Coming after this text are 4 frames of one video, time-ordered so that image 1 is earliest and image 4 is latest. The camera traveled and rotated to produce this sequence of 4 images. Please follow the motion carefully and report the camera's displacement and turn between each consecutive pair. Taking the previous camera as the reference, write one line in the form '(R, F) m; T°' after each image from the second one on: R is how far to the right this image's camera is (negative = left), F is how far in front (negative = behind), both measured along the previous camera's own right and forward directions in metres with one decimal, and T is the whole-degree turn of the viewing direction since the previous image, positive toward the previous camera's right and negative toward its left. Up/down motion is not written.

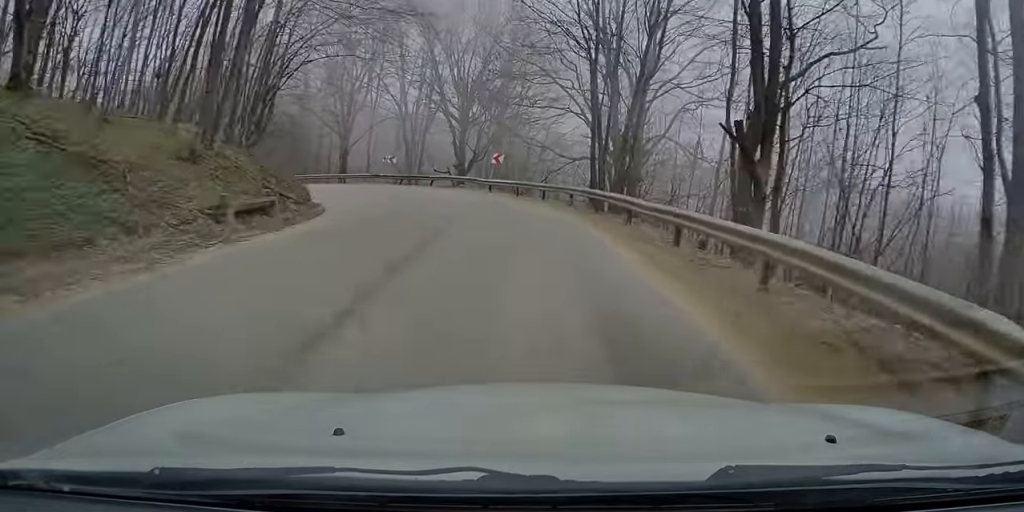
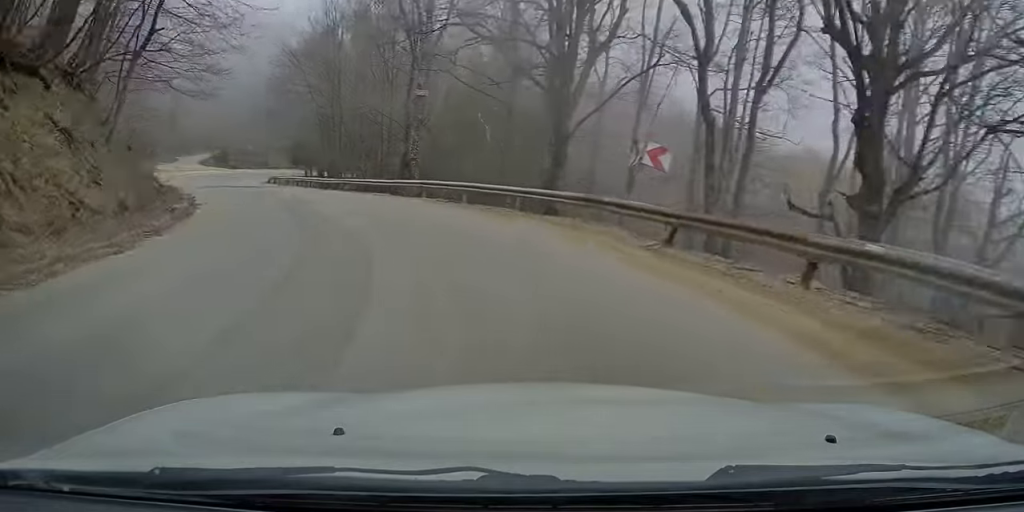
(-3.6, +29.4) m; -12°
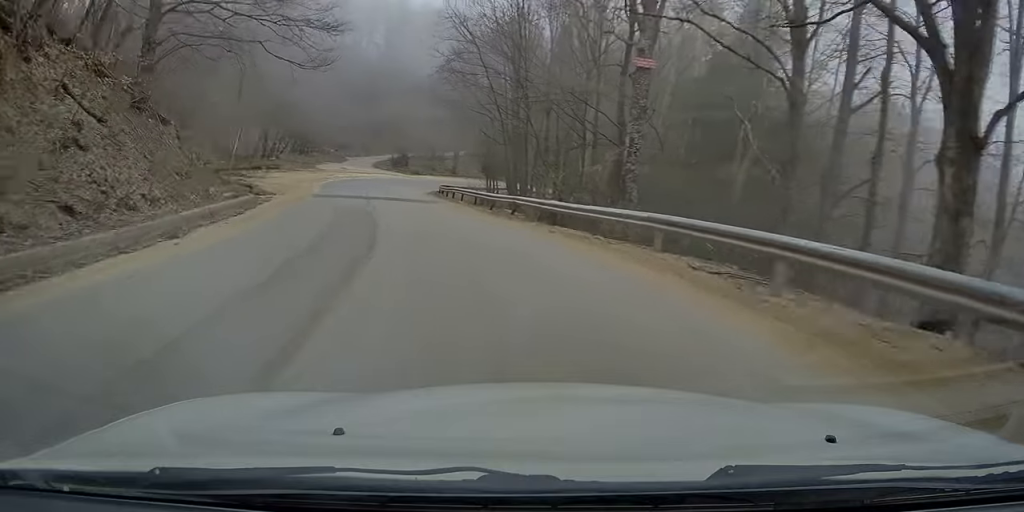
(-0.3, +11.9) m; -11°
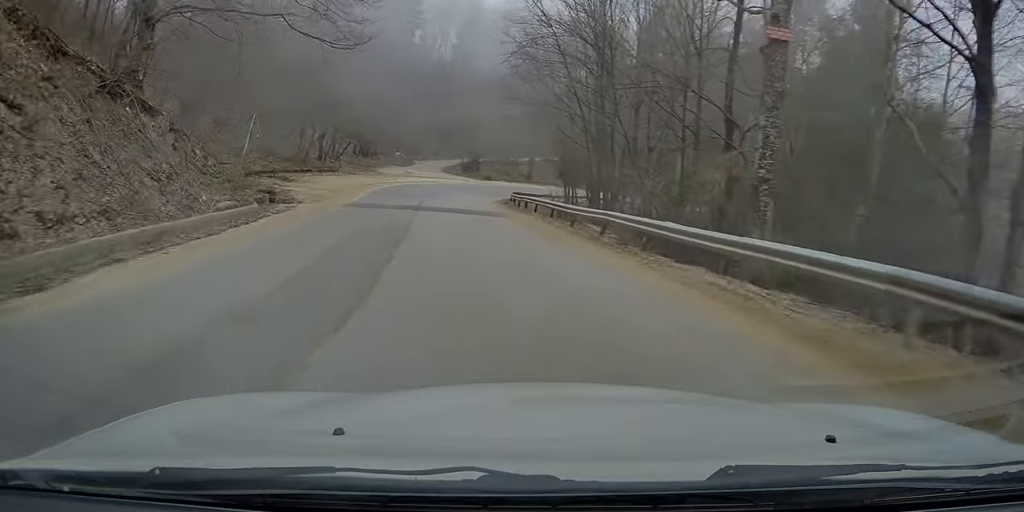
(-0.3, +5.1) m; -7°
